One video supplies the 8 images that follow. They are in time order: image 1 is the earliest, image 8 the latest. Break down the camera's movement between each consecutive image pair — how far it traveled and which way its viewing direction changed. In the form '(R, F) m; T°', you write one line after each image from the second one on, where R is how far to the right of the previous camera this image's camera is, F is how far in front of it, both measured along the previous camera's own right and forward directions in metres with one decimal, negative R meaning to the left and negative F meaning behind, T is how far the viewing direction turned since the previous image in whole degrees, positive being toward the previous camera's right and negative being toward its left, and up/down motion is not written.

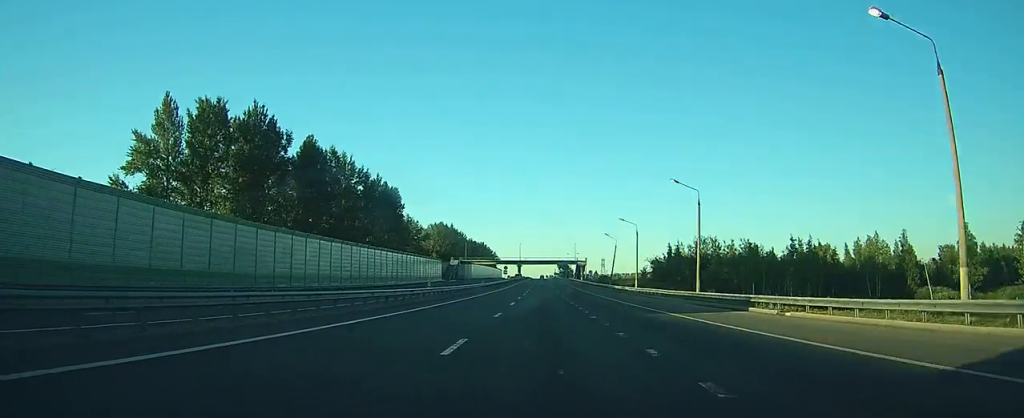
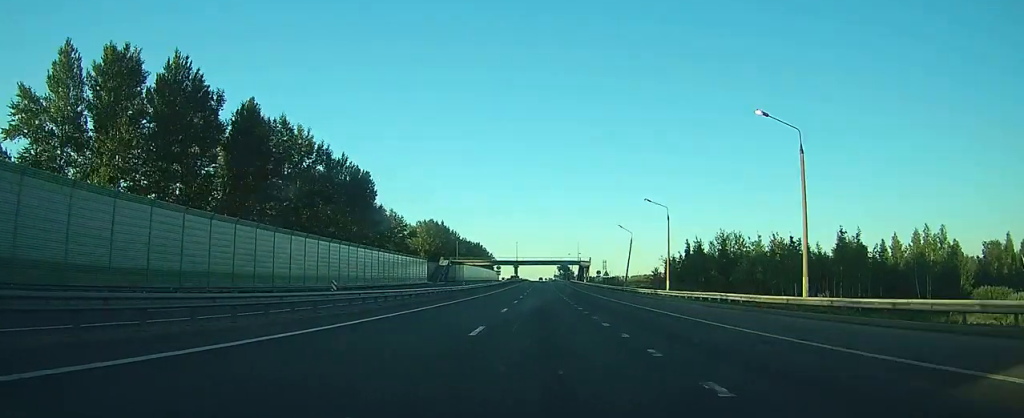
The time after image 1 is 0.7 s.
(0.0, +19.8) m; 0°
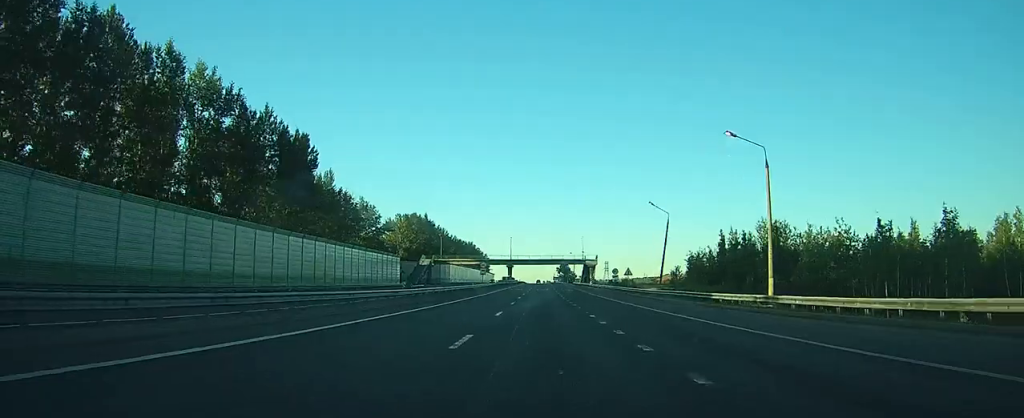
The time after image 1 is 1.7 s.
(0.0, +27.1) m; 0°
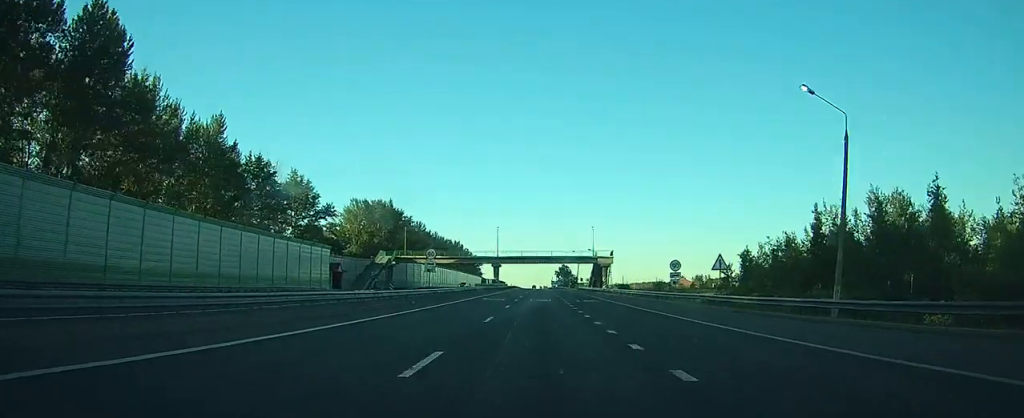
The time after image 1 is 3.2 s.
(0.0, +40.0) m; 0°
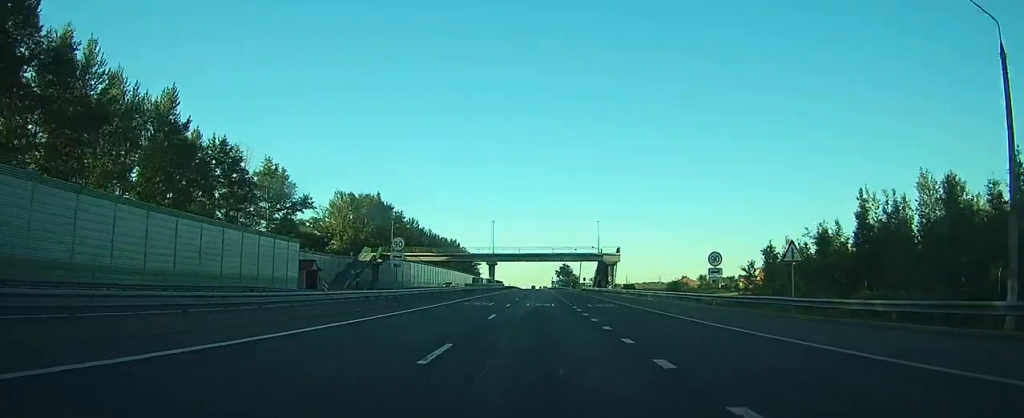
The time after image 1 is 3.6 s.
(0.0, +10.9) m; 0°
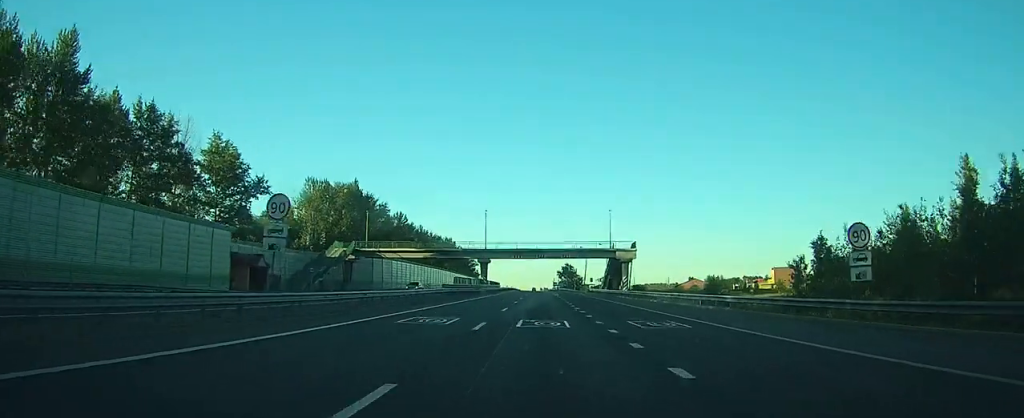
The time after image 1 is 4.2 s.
(0.0, +17.3) m; 0°
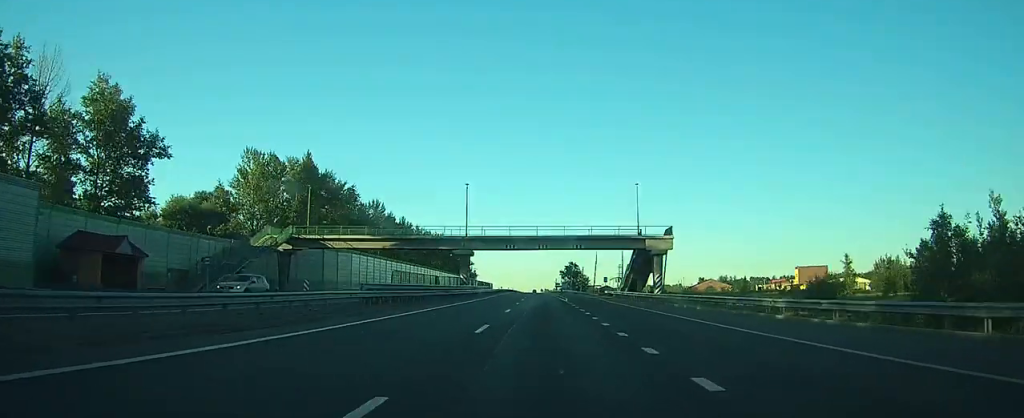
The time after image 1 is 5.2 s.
(0.0, +25.5) m; 0°
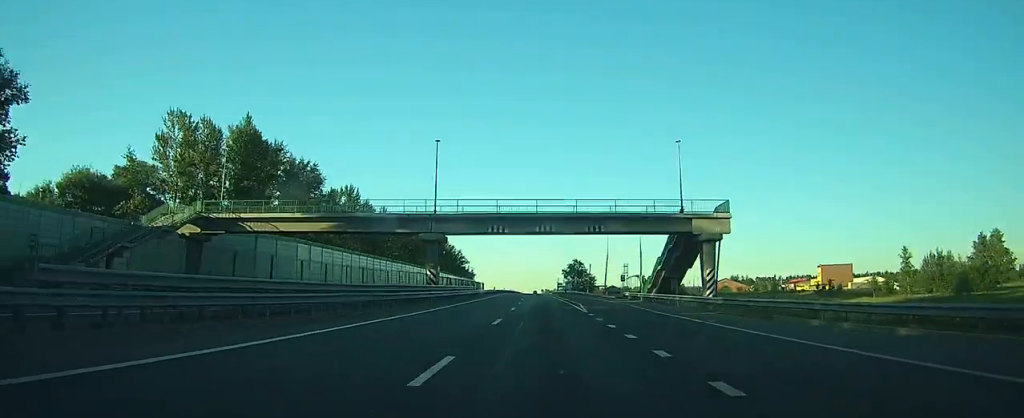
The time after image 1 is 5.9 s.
(0.0, +20.9) m; 0°
